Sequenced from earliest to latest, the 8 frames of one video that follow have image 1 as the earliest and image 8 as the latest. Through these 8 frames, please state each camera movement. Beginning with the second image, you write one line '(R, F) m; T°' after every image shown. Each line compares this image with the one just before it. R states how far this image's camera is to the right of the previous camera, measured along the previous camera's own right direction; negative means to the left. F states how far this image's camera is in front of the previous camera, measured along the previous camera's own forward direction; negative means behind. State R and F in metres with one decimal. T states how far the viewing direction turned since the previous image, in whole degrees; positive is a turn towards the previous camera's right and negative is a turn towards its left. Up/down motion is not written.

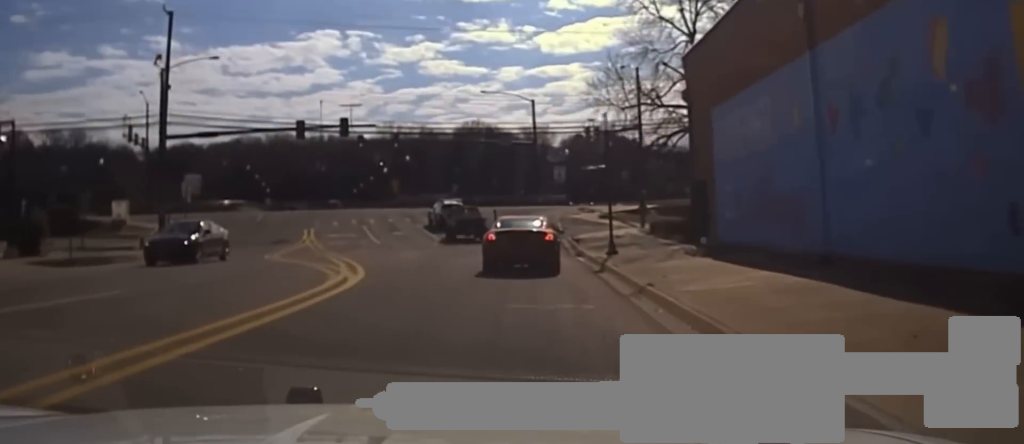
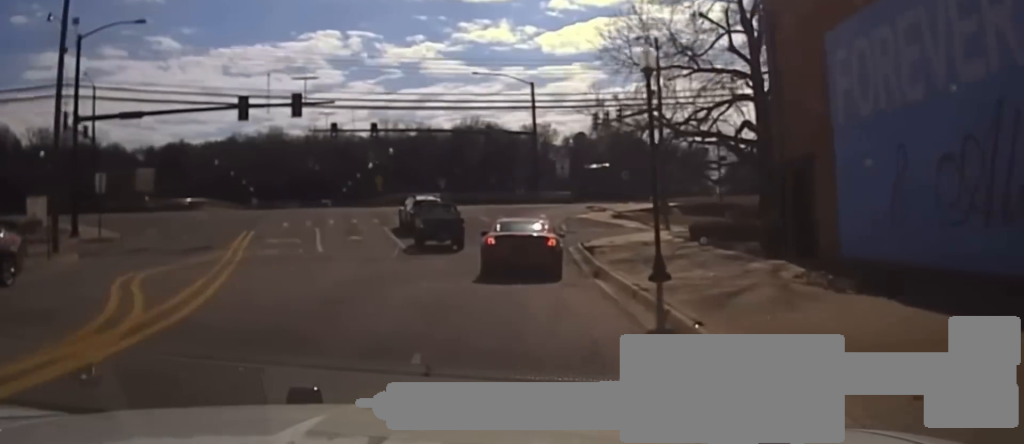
(-0.1, +12.3) m; 0°
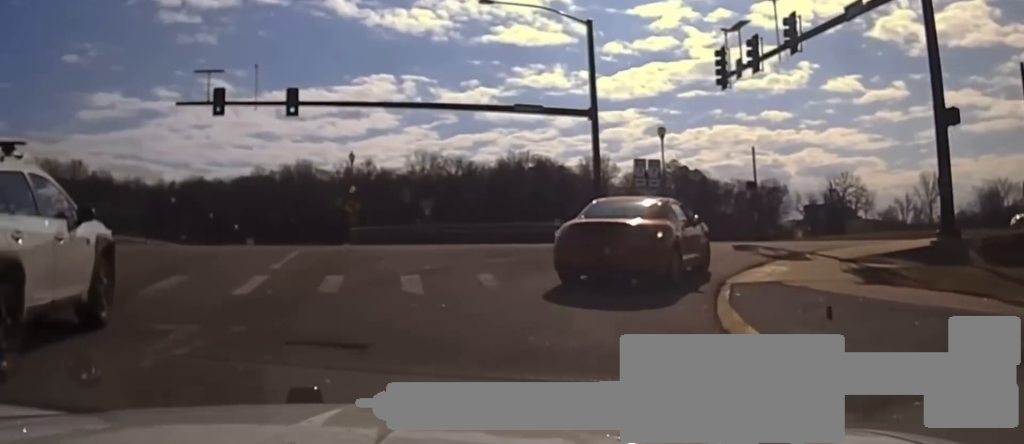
(+0.1, +43.0) m; -2°
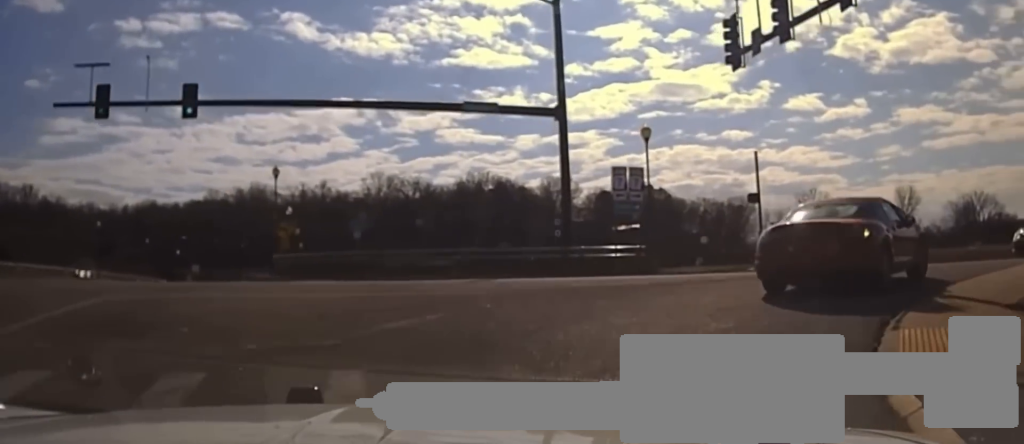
(-0.4, +9.9) m; 0°
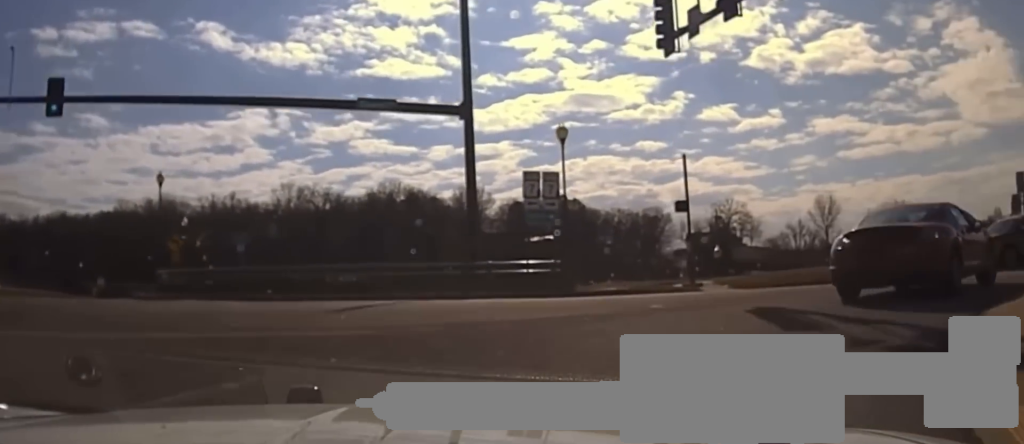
(-0.2, +4.6) m; +2°
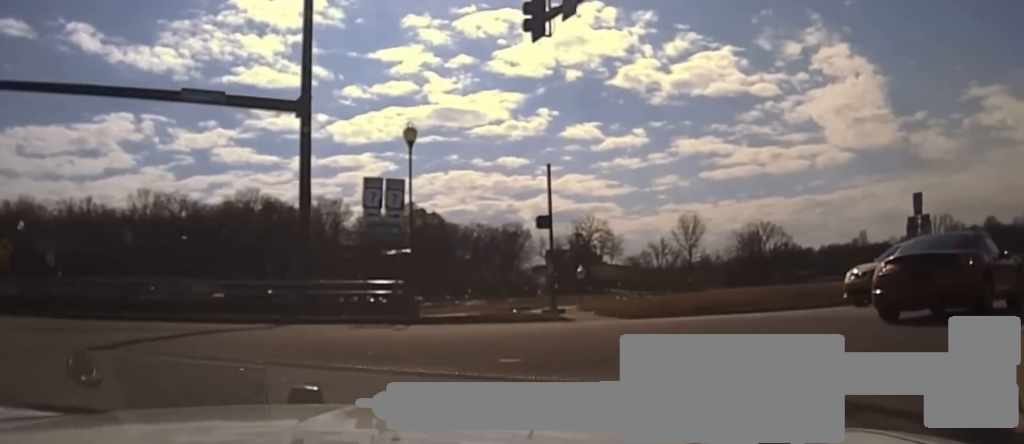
(+0.3, +4.5) m; +7°
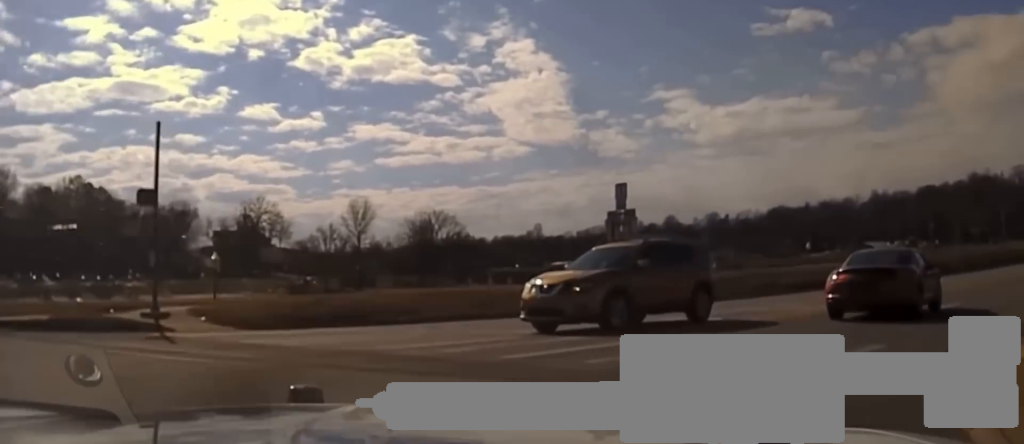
(+0.7, +7.8) m; +16°
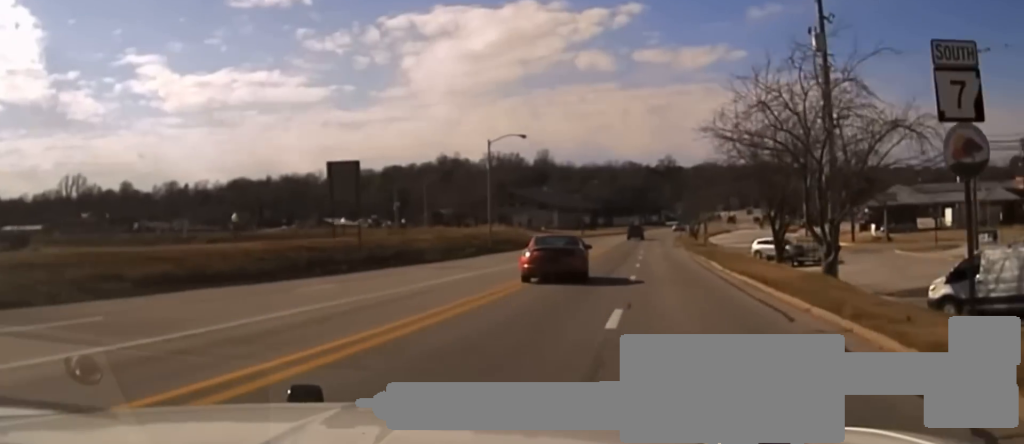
(+6.1, +15.5) m; +38°
